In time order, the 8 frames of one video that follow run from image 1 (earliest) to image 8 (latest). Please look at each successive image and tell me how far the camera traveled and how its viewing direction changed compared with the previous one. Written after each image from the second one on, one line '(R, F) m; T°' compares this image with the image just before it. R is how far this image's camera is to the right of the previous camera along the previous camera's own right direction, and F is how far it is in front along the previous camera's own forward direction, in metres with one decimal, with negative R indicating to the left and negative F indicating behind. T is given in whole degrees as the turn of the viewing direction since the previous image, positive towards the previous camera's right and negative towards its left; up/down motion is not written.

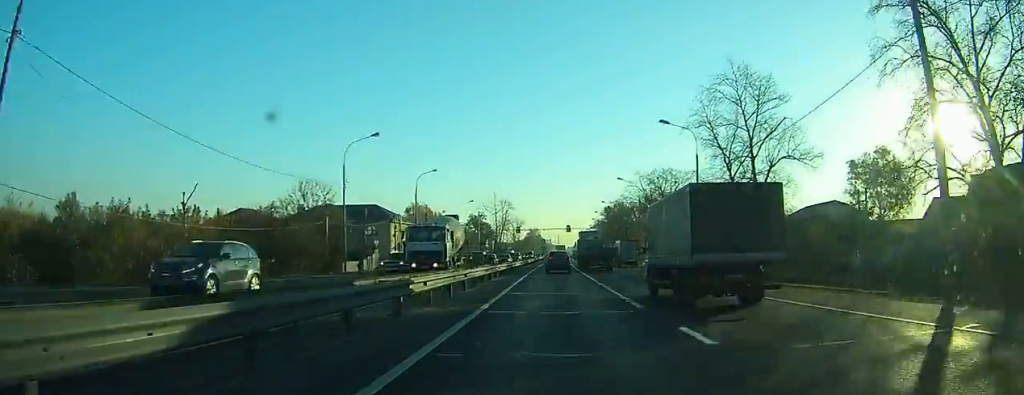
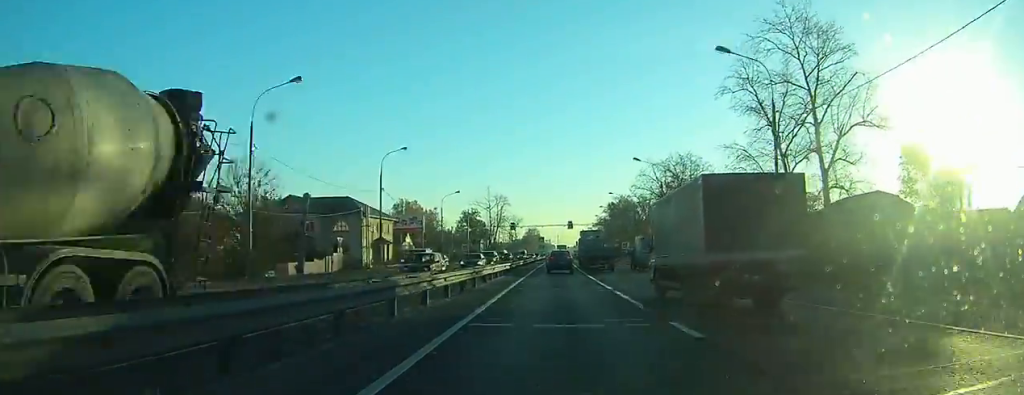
(0.0, +16.0) m; 0°
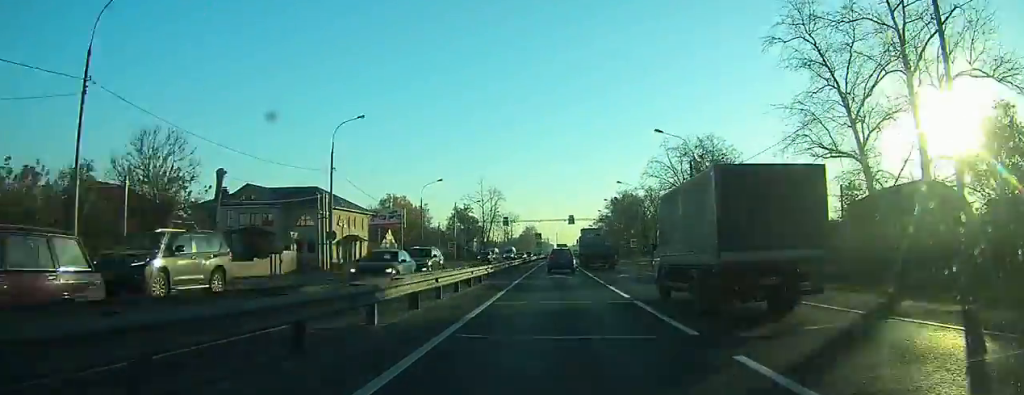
(-0.1, +13.5) m; 0°
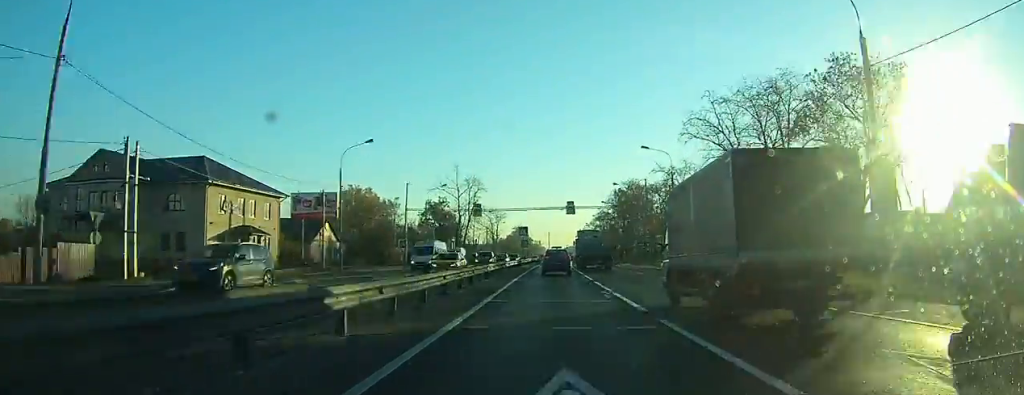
(0.0, +27.9) m; 0°
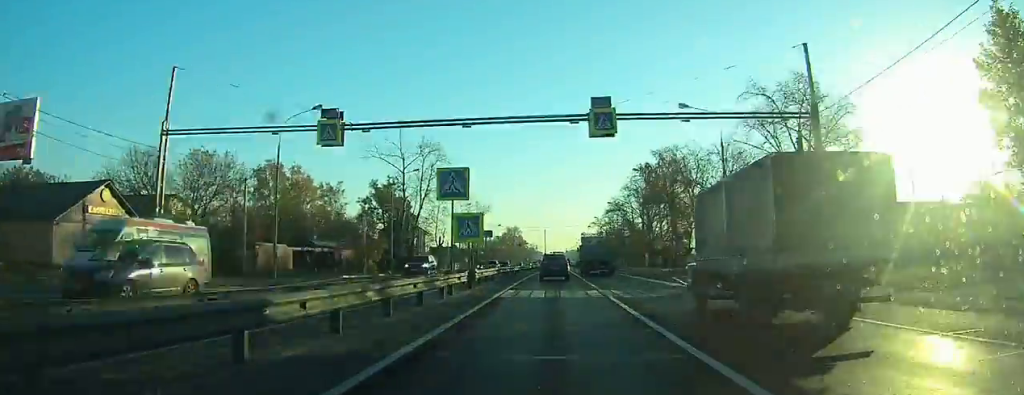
(+0.6, +44.0) m; +1°
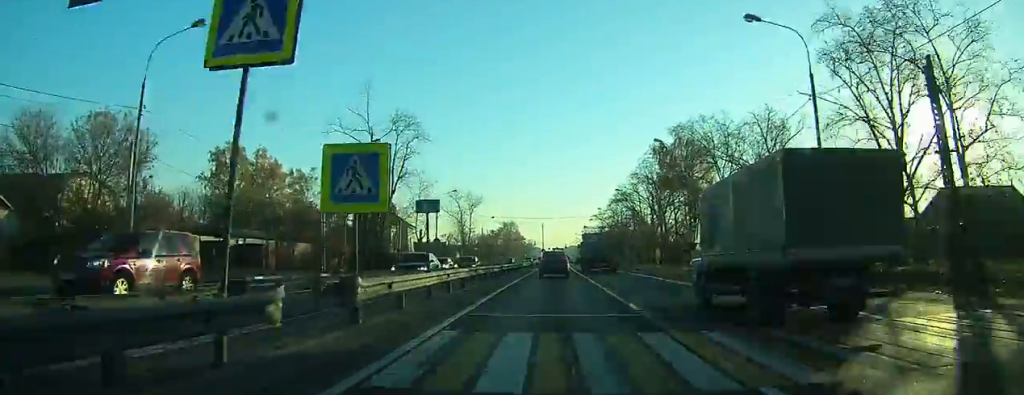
(+0.1, +14.6) m; 0°
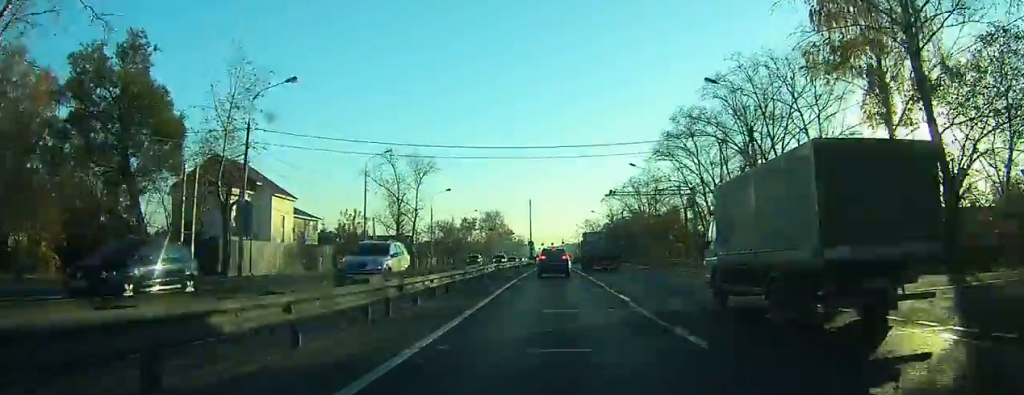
(0.0, +54.0) m; 0°
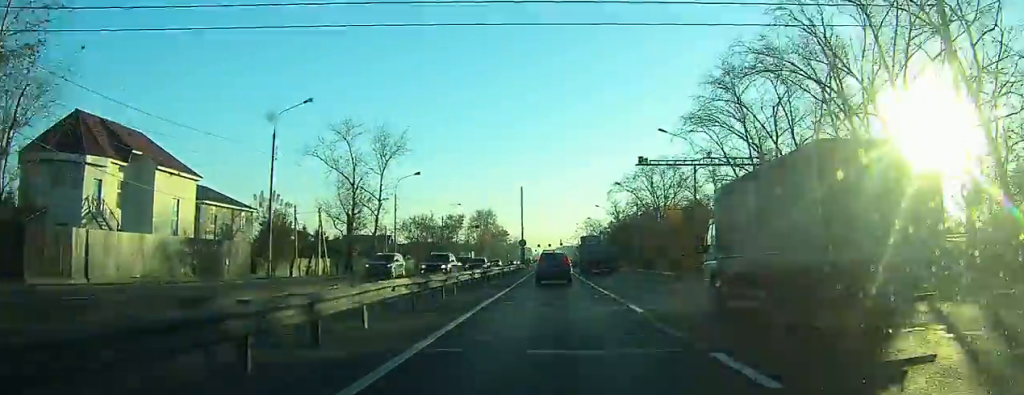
(0.0, +18.3) m; 0°
